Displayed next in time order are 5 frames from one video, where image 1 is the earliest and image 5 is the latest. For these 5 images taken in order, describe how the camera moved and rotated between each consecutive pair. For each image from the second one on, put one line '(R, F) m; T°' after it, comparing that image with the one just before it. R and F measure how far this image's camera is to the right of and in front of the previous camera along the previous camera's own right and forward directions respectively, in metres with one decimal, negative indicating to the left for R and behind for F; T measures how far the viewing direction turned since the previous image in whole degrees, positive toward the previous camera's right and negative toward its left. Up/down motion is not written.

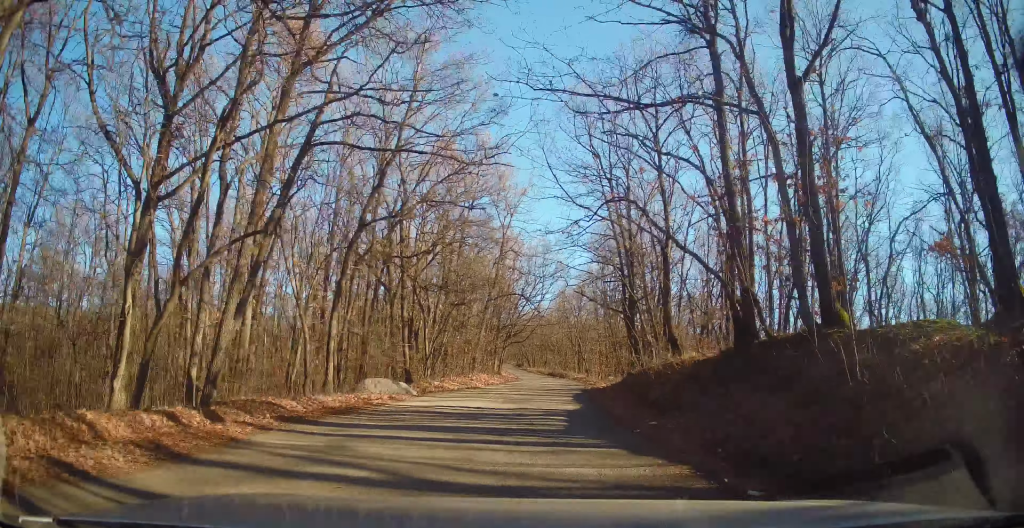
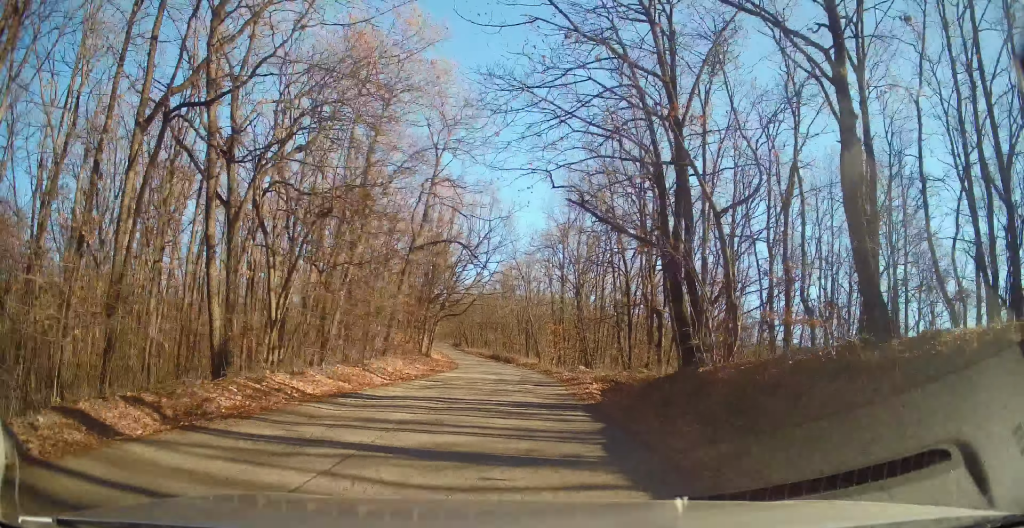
(+1.4, +14.5) m; +6°
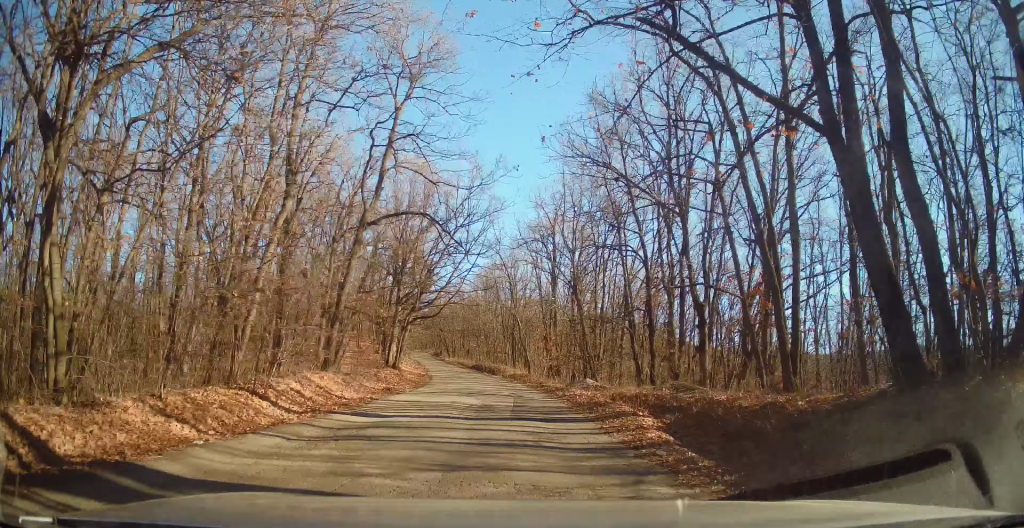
(-0.4, +8.2) m; 0°
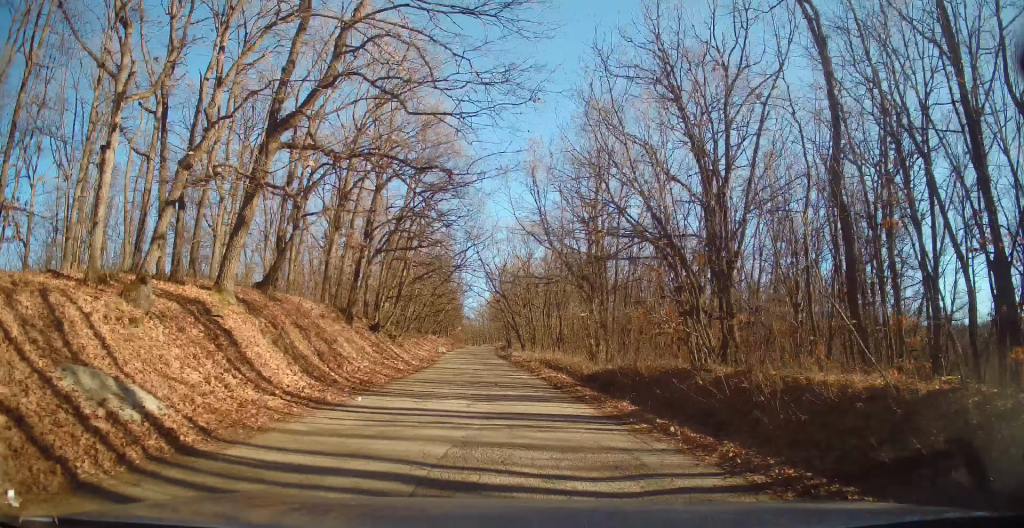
(-3.3, +56.2) m; -8°
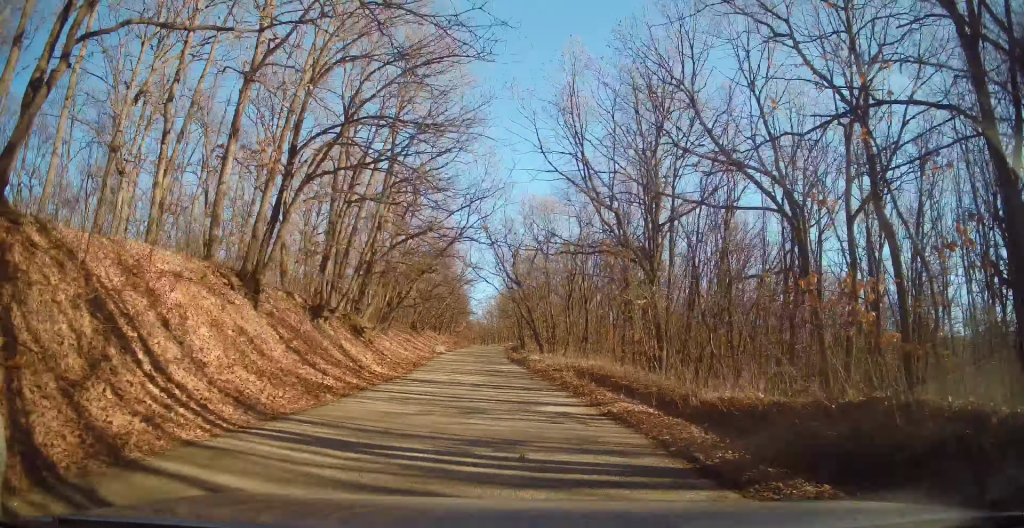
(-0.3, +11.9) m; -1°
